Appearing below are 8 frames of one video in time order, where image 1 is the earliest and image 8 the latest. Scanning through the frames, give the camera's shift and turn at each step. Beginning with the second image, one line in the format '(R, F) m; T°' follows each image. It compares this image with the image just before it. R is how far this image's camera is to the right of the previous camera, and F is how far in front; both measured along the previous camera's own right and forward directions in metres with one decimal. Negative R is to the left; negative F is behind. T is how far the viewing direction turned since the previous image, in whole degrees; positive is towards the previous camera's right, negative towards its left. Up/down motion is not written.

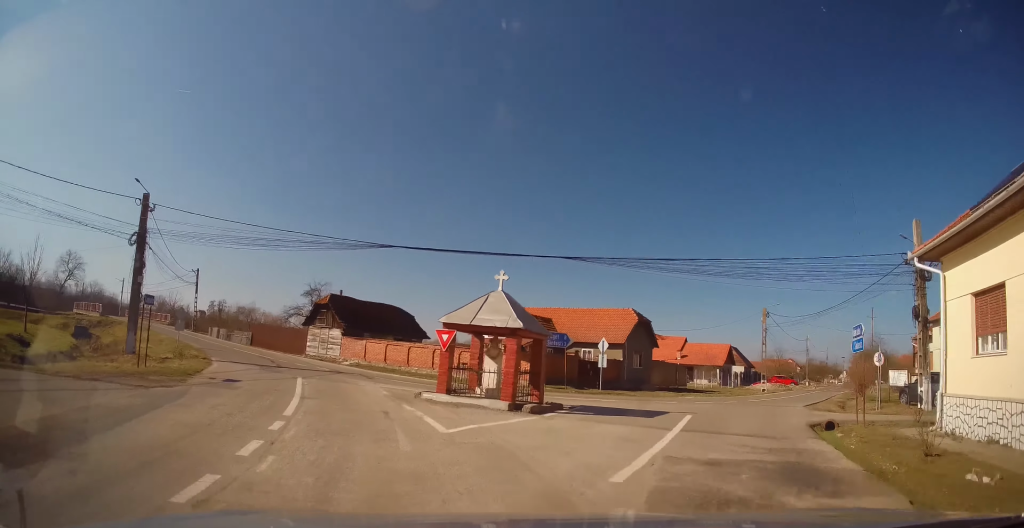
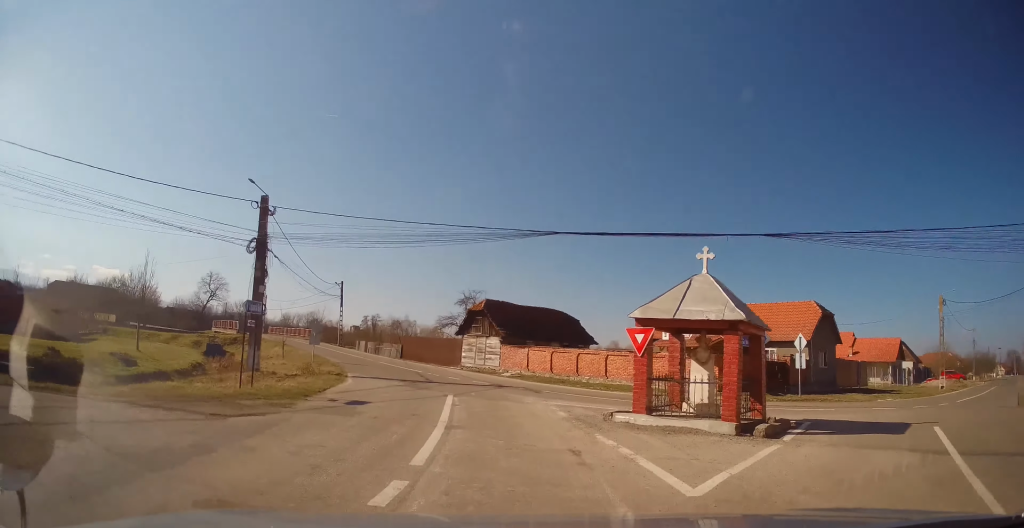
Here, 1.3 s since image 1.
(-0.5, +5.1) m; -25°
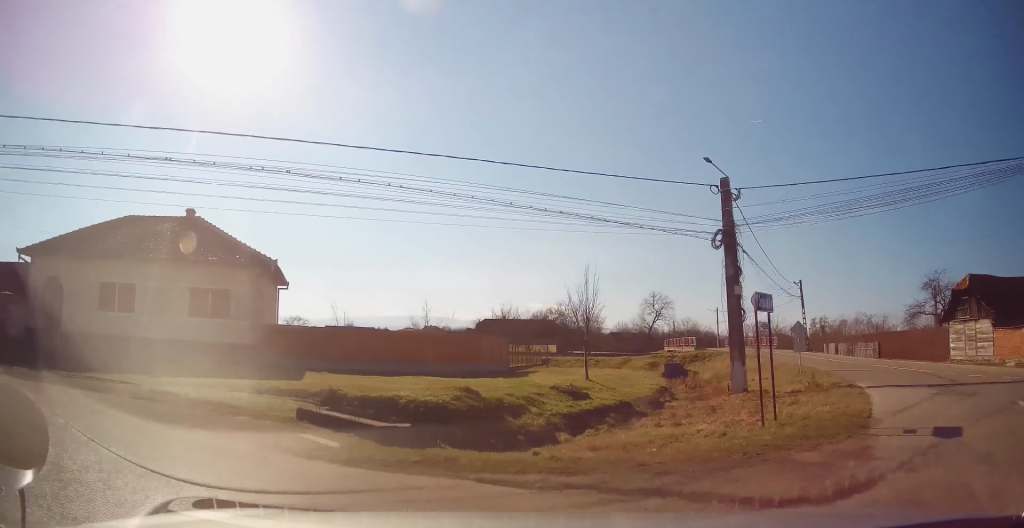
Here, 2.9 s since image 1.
(-2.4, +4.9) m; -53°
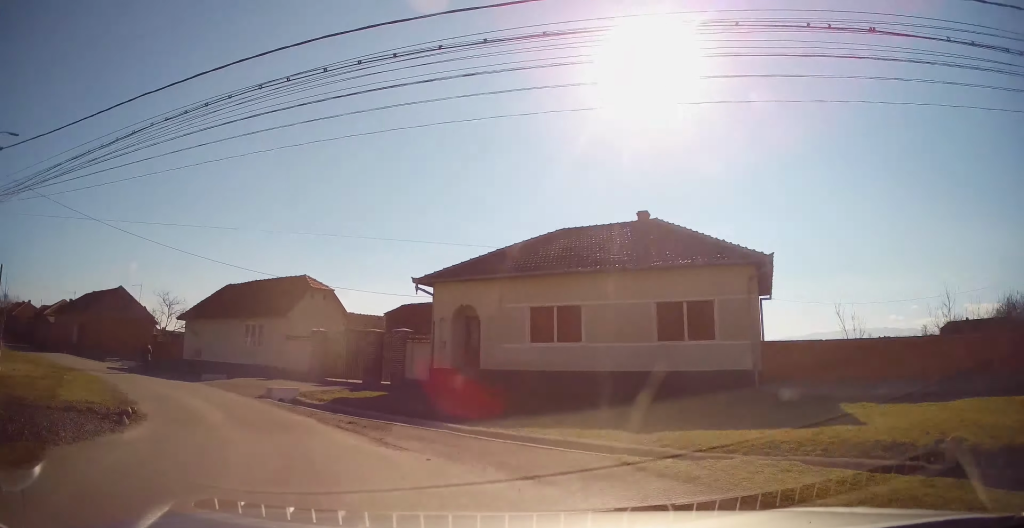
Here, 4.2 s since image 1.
(-2.0, +5.5) m; -37°
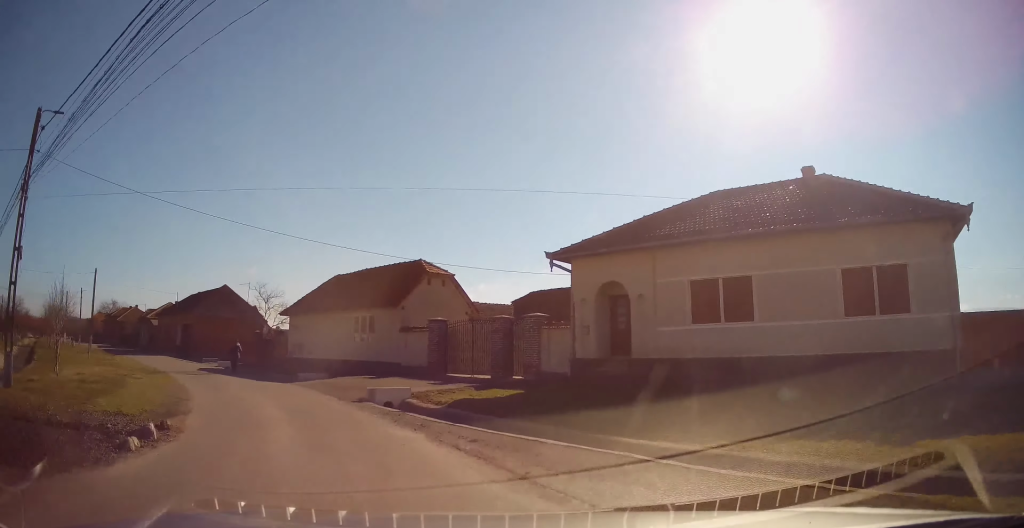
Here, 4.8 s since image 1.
(+0.1, +3.0) m; -15°
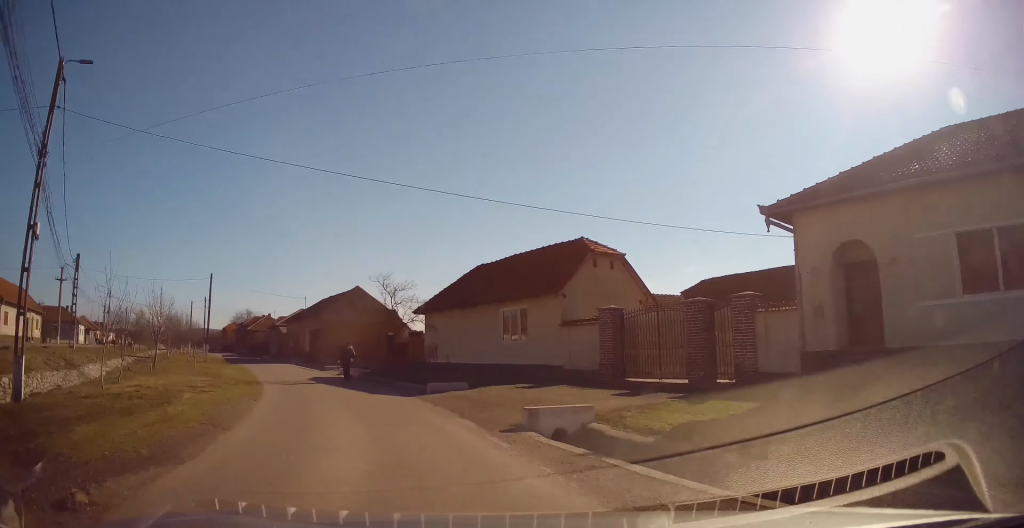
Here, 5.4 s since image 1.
(-1.0, +4.8) m; -15°
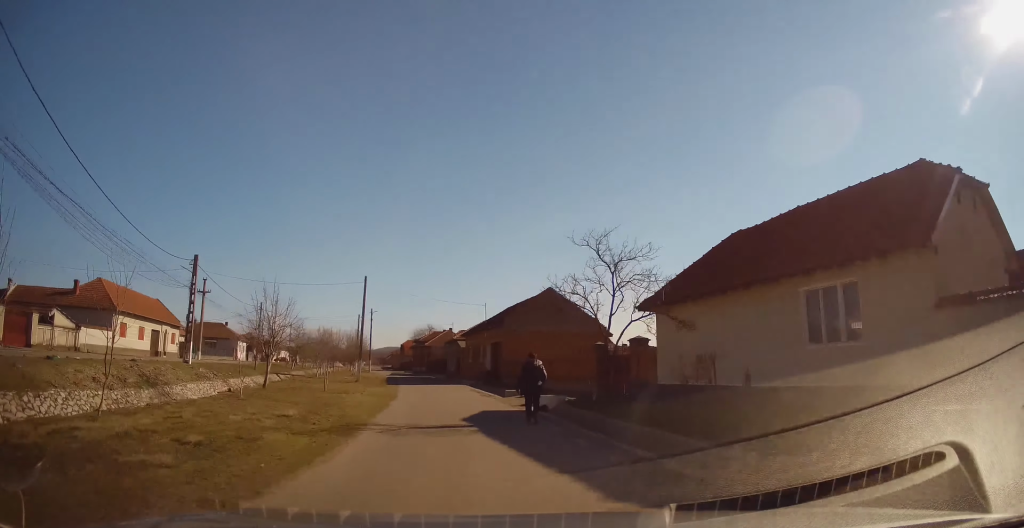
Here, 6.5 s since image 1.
(-1.6, +8.9) m; -16°
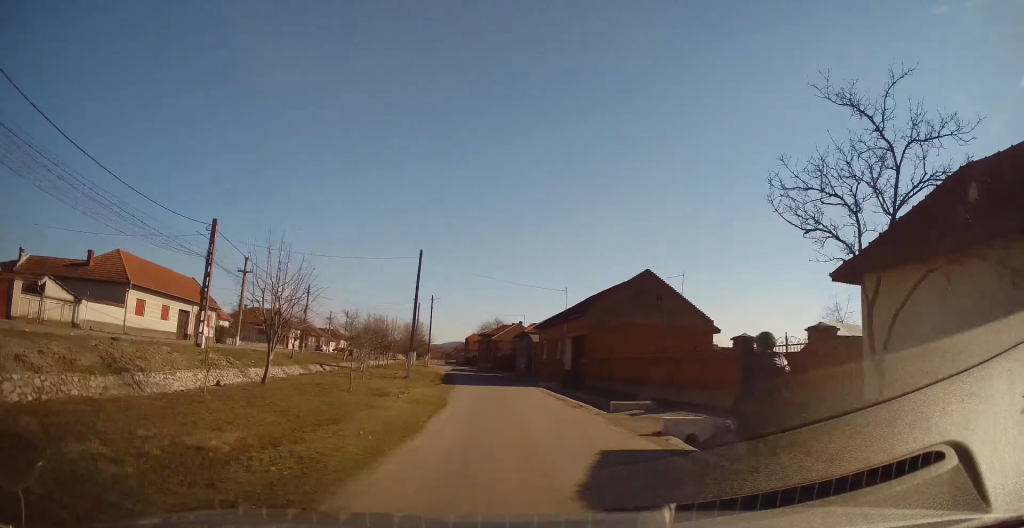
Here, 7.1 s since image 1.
(-0.5, +6.9) m; -6°
